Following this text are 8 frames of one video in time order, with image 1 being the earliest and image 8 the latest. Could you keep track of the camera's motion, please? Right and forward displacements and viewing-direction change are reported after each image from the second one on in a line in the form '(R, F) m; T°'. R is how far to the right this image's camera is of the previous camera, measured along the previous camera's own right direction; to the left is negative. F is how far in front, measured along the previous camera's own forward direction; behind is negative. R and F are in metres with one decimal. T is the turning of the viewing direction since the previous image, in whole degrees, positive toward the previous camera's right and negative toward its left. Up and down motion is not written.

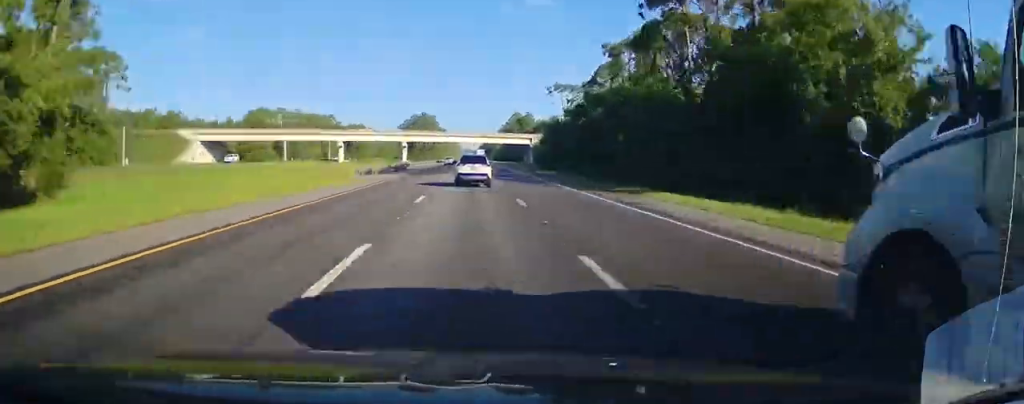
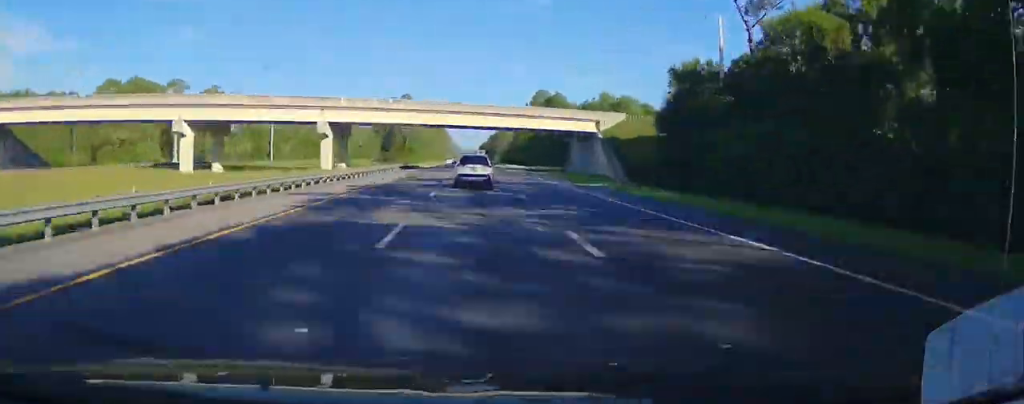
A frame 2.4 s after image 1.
(-0.8, +83.7) m; 0°
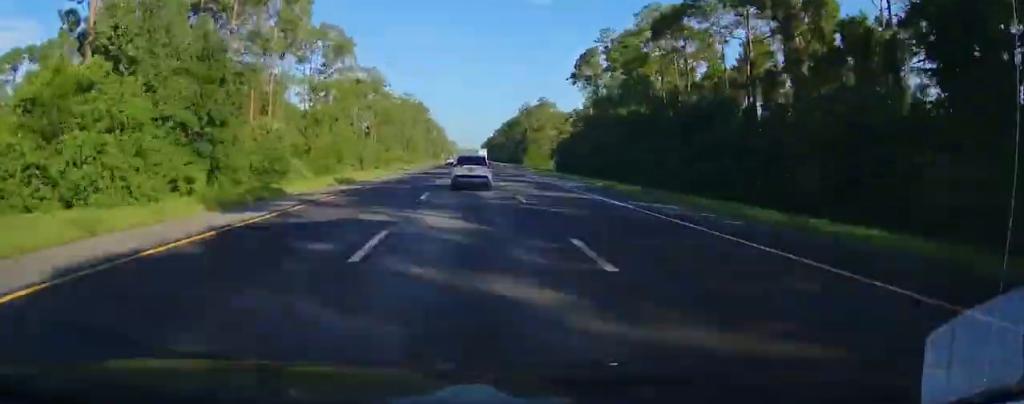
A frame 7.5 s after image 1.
(+1.4, +197.4) m; 0°
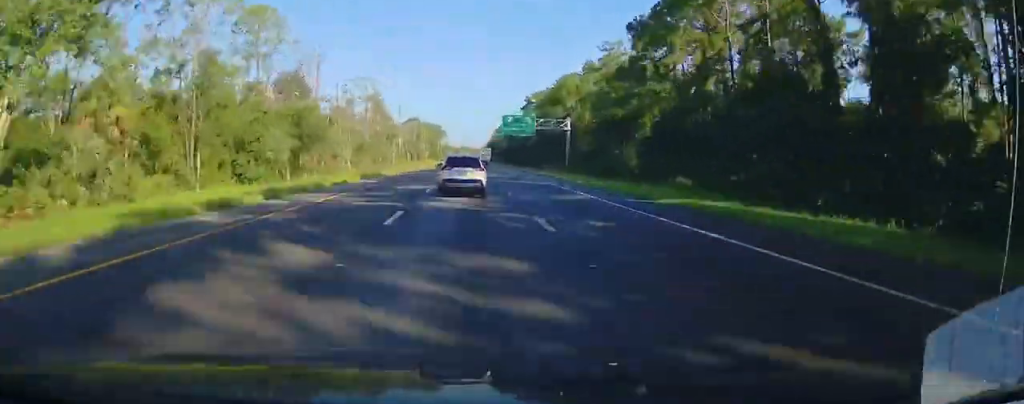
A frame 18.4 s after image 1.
(+0.8, +344.1) m; 0°
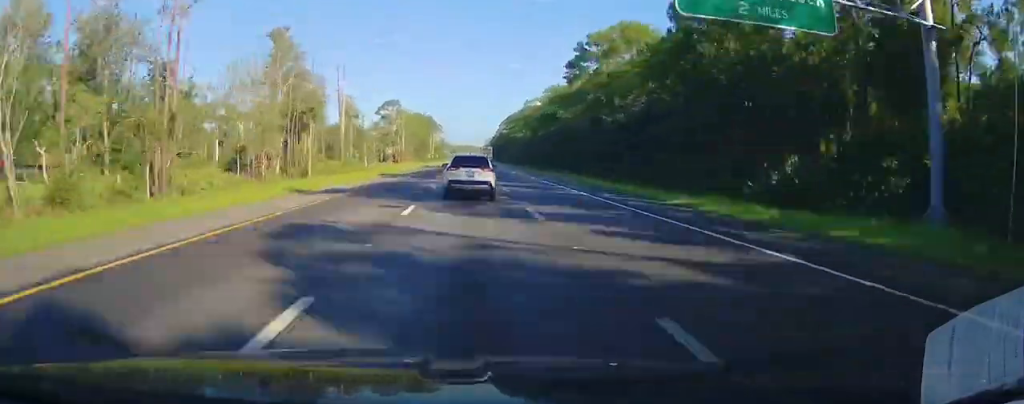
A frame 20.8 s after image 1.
(-0.3, +71.9) m; 0°
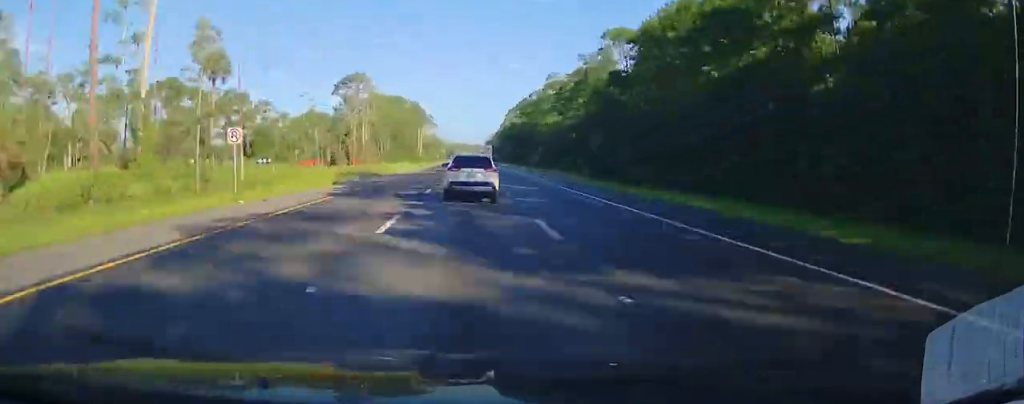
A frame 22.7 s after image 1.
(-0.1, +53.3) m; 0°
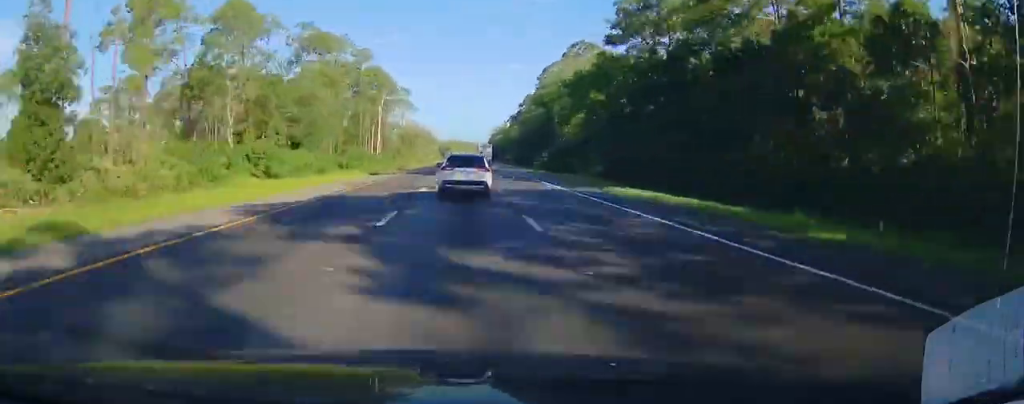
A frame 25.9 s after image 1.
(+0.3, +79.5) m; 0°
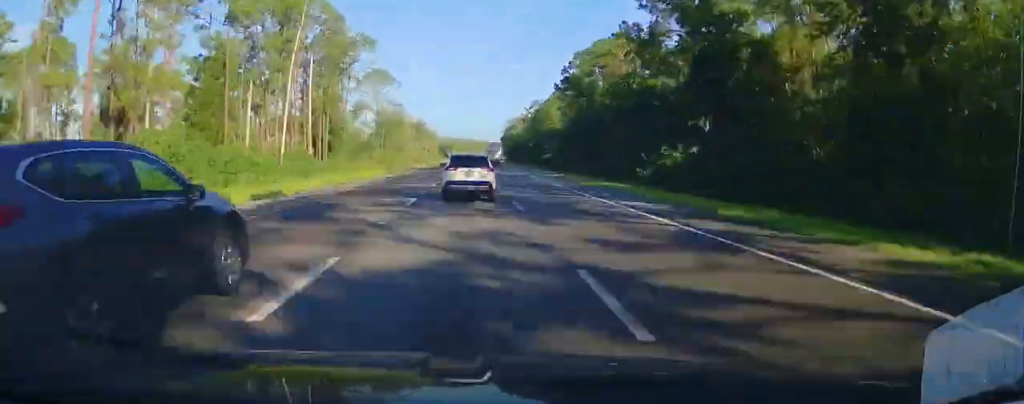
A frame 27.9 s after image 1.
(-0.1, +81.0) m; 0°
